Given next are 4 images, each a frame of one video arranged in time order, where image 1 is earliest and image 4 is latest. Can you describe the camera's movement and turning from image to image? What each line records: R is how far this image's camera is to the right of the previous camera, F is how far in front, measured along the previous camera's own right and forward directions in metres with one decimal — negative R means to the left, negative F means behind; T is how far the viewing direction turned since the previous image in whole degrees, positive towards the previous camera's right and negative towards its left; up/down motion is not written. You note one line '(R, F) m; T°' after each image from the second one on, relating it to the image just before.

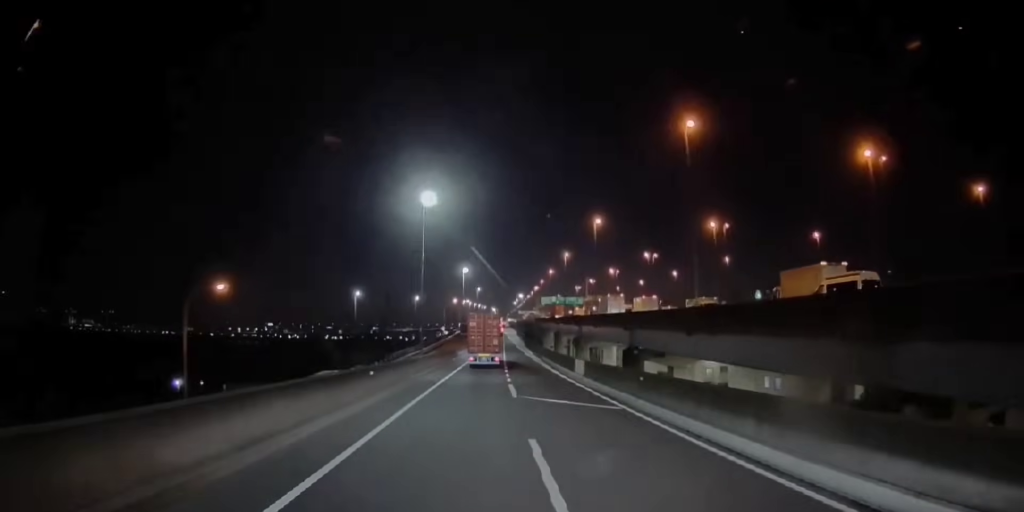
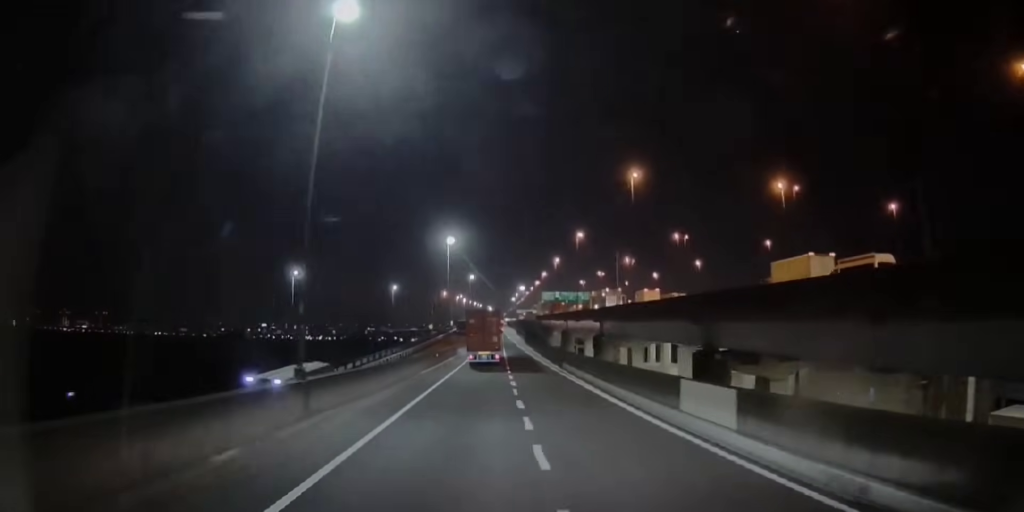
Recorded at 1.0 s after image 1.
(0.0, +20.1) m; -1°
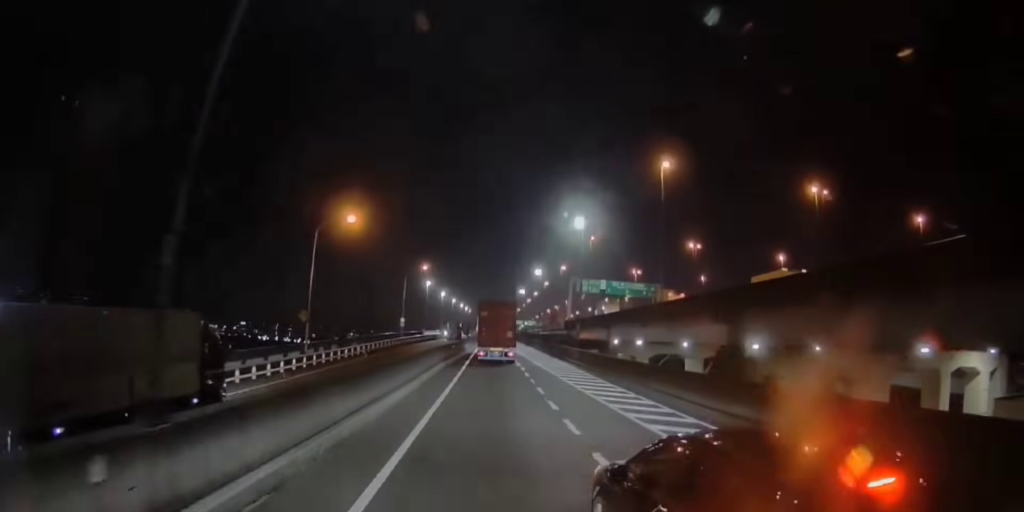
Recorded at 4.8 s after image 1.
(-1.4, +76.2) m; -2°
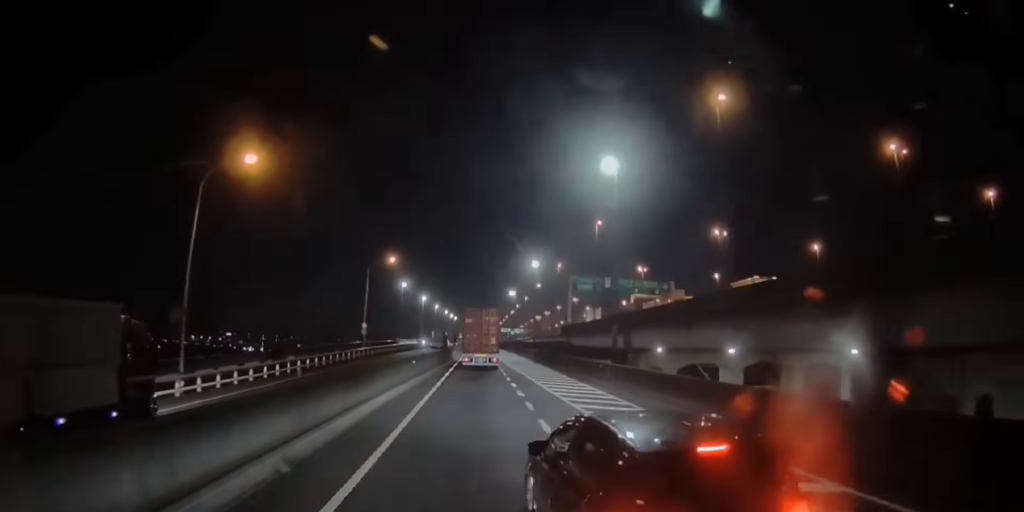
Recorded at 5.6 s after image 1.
(-0.2, +16.6) m; -1°
